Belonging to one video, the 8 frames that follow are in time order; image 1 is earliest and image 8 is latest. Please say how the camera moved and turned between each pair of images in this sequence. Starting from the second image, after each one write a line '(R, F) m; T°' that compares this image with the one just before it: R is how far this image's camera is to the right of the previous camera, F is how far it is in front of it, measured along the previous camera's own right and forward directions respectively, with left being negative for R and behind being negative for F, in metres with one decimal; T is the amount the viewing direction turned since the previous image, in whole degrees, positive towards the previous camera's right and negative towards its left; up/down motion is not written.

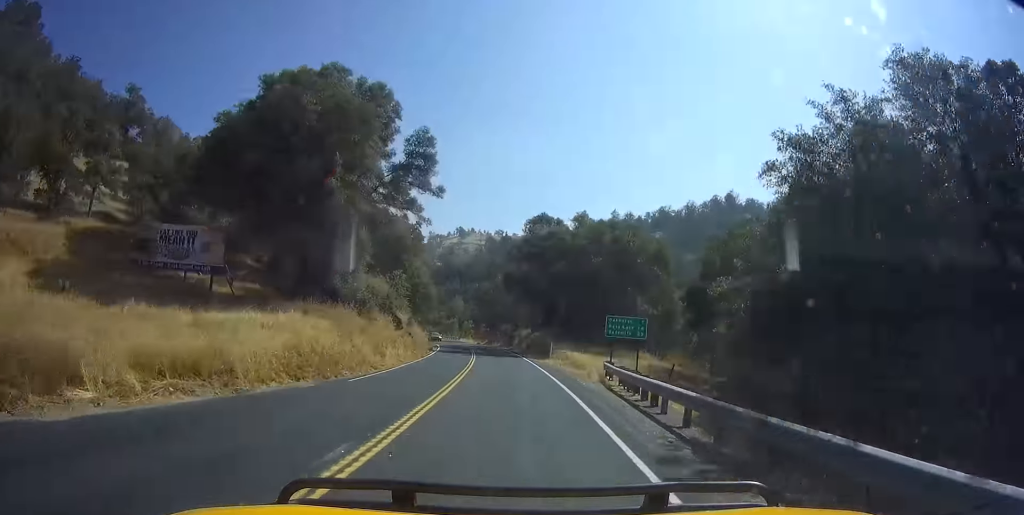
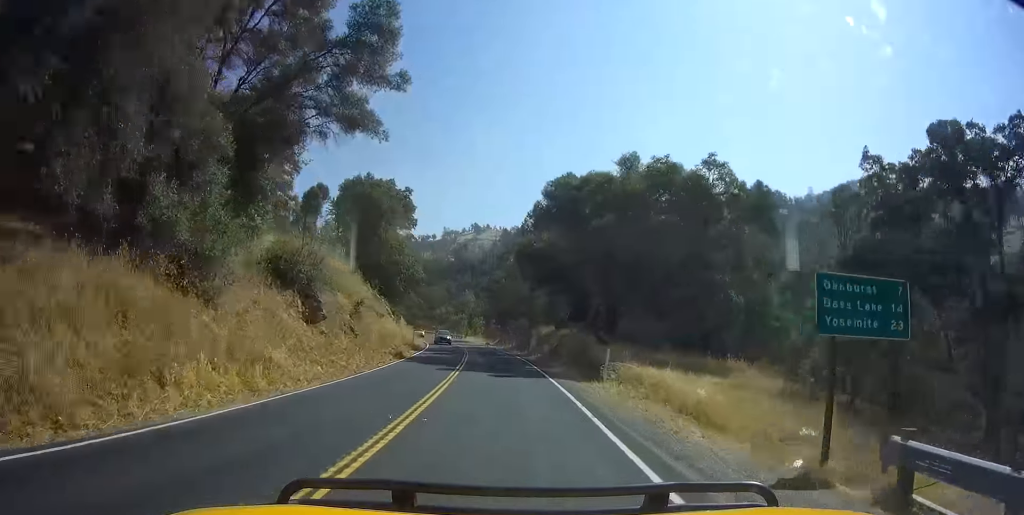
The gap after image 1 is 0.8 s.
(-0.2, +19.0) m; -1°
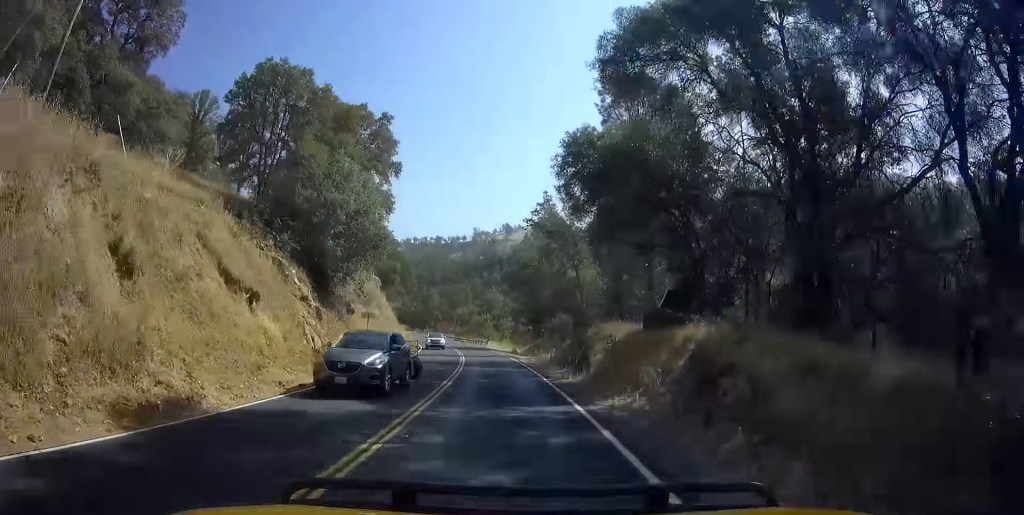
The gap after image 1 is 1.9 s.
(-0.3, +23.6) m; -3°
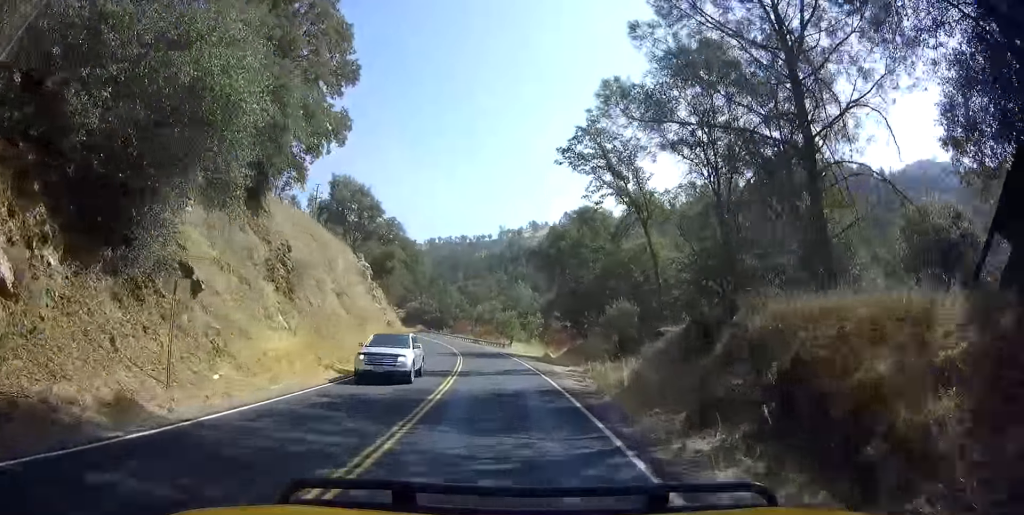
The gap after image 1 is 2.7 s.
(-0.4, +17.3) m; -4°
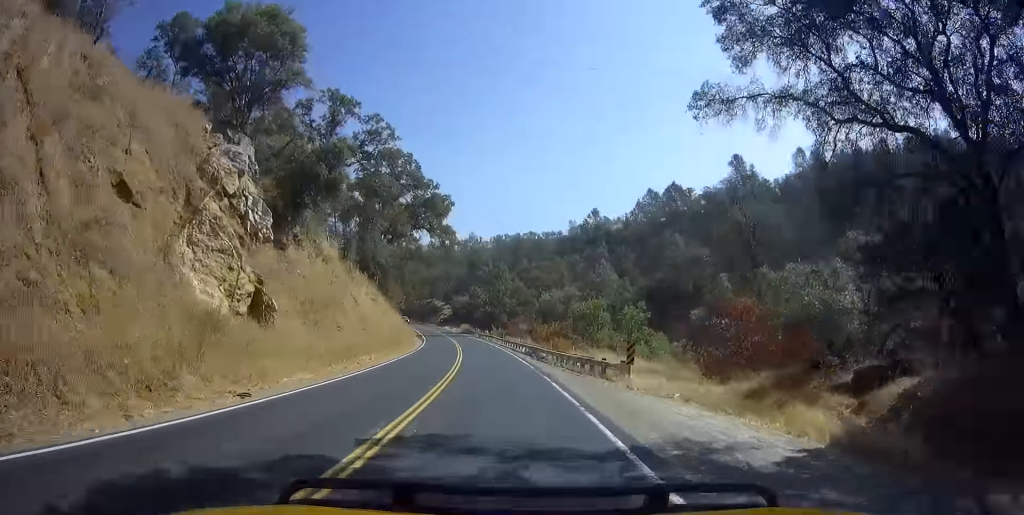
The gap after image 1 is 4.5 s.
(-3.0, +39.3) m; -8°
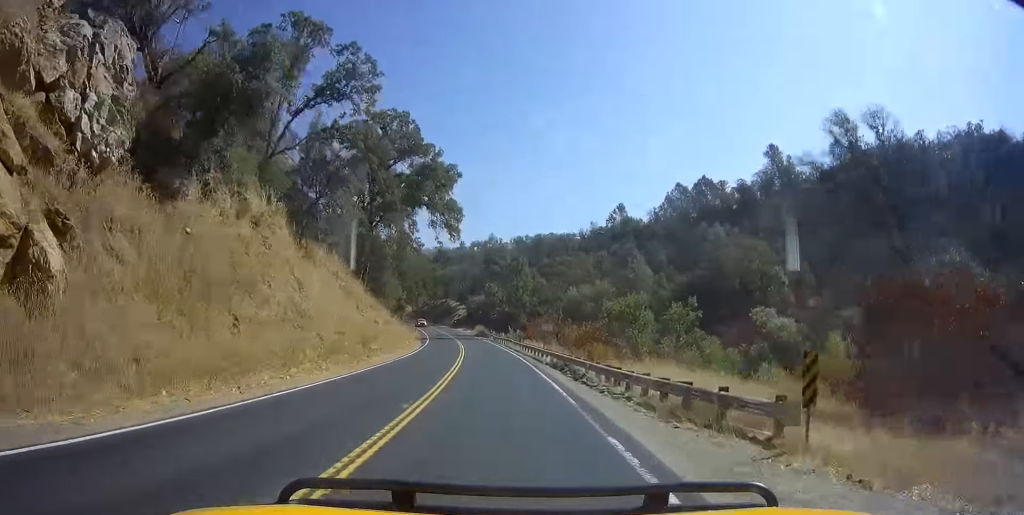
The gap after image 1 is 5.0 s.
(-0.3, +11.6) m; -2°
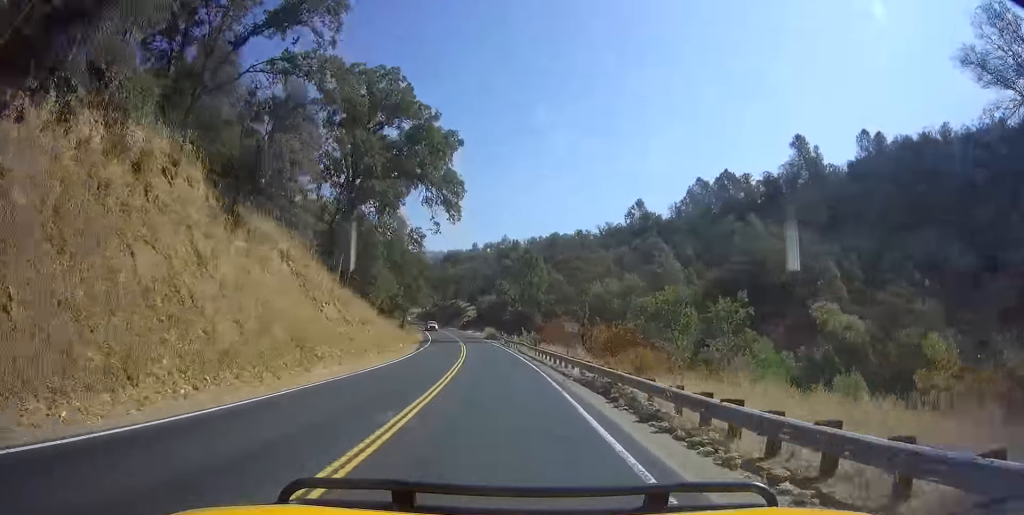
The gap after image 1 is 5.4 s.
(+0.1, +8.7) m; -2°
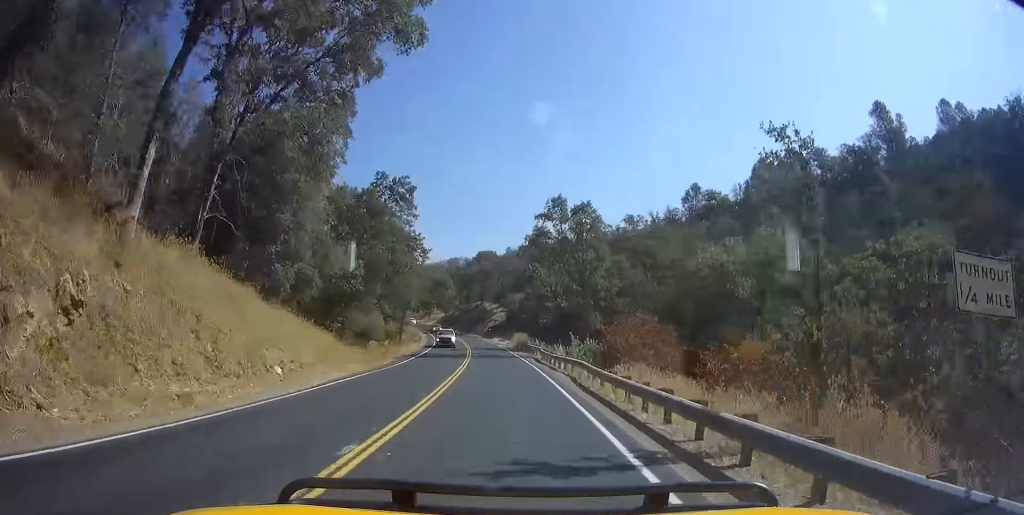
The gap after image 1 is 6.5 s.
(-1.1, +24.3) m; -5°
